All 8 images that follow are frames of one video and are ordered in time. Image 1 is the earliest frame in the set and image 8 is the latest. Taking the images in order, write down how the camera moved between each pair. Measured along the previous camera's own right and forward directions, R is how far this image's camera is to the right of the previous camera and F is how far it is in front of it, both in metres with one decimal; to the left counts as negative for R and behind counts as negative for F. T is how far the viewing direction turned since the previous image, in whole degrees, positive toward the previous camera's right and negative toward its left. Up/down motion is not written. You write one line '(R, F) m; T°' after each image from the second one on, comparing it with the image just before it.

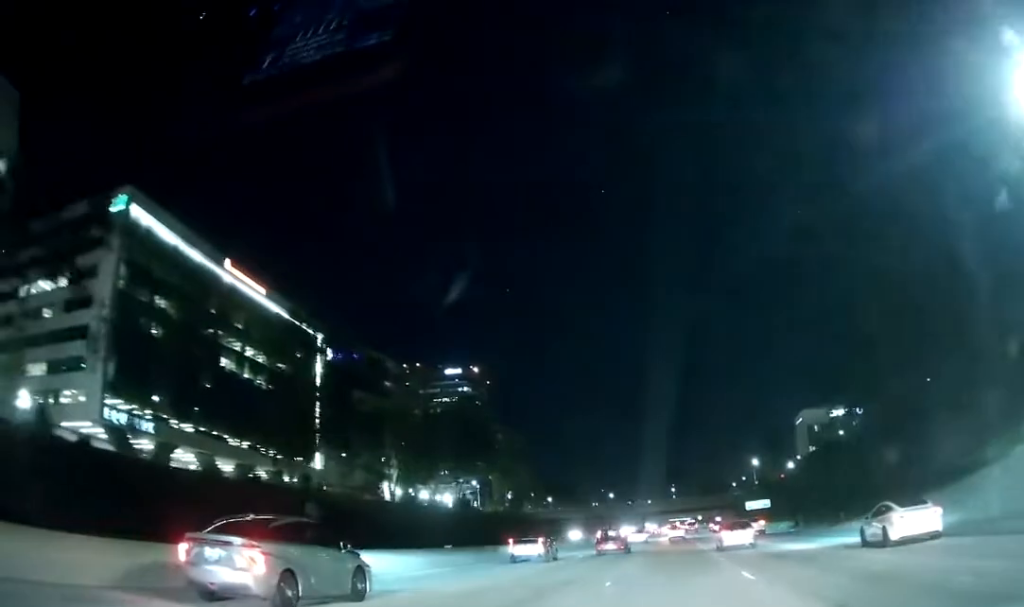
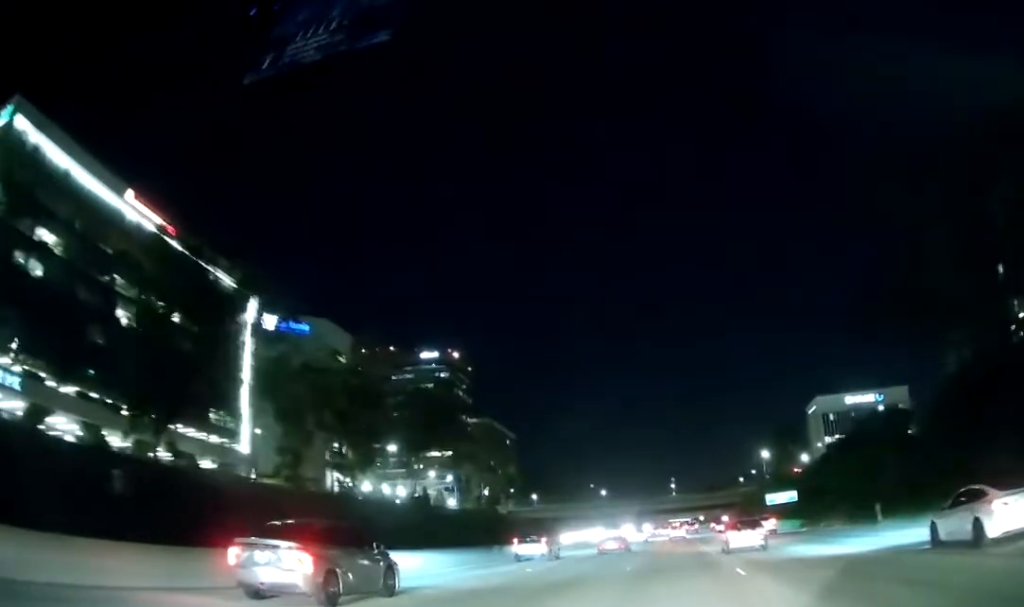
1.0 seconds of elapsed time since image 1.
(0.0, +28.4) m; 0°
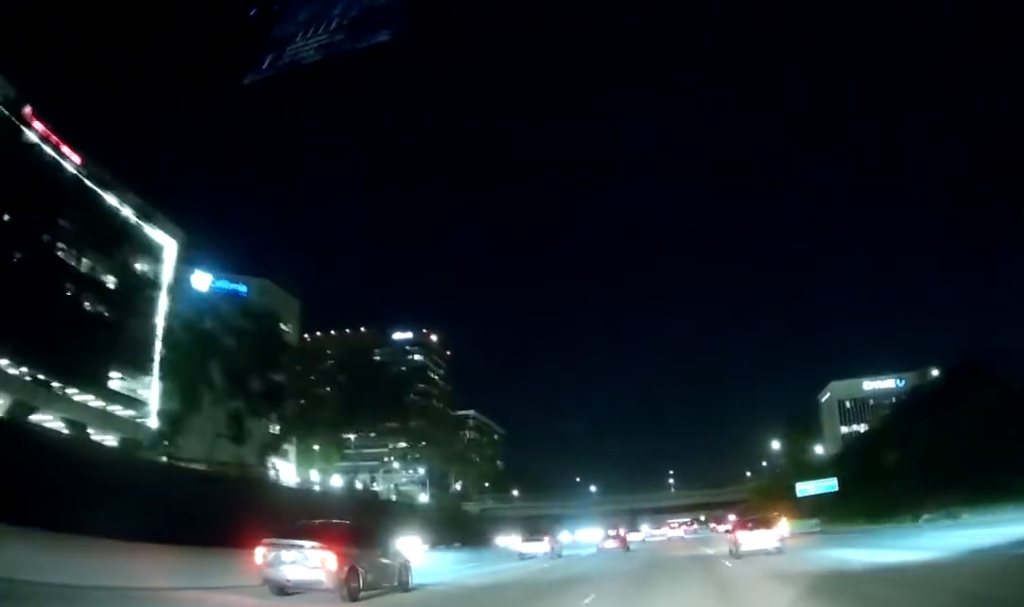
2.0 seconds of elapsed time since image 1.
(0.0, +25.7) m; 0°
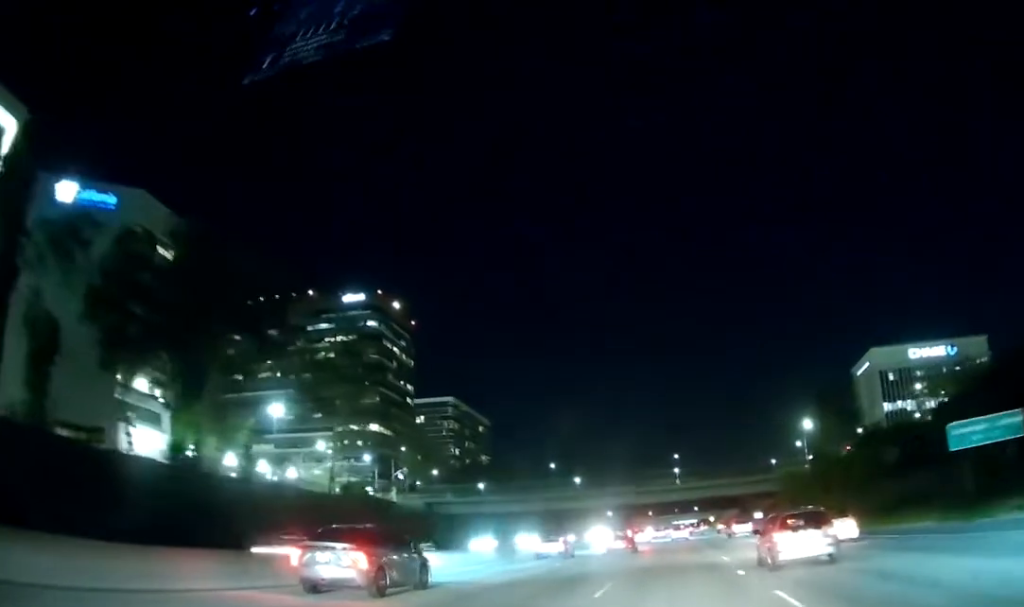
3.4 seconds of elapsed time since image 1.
(0.0, +40.6) m; 0°
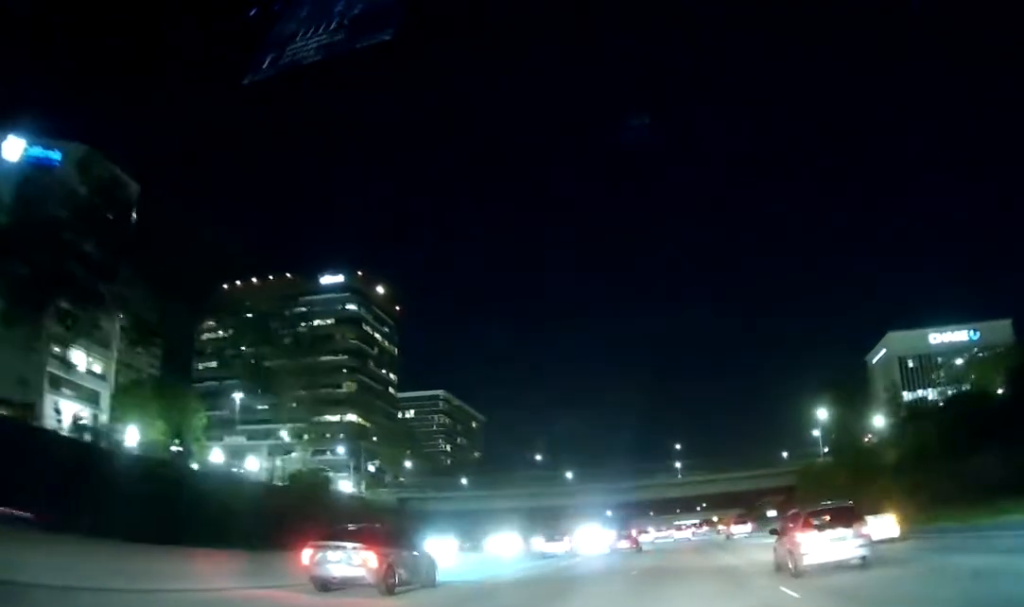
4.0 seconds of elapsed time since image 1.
(0.0, +14.9) m; 0°
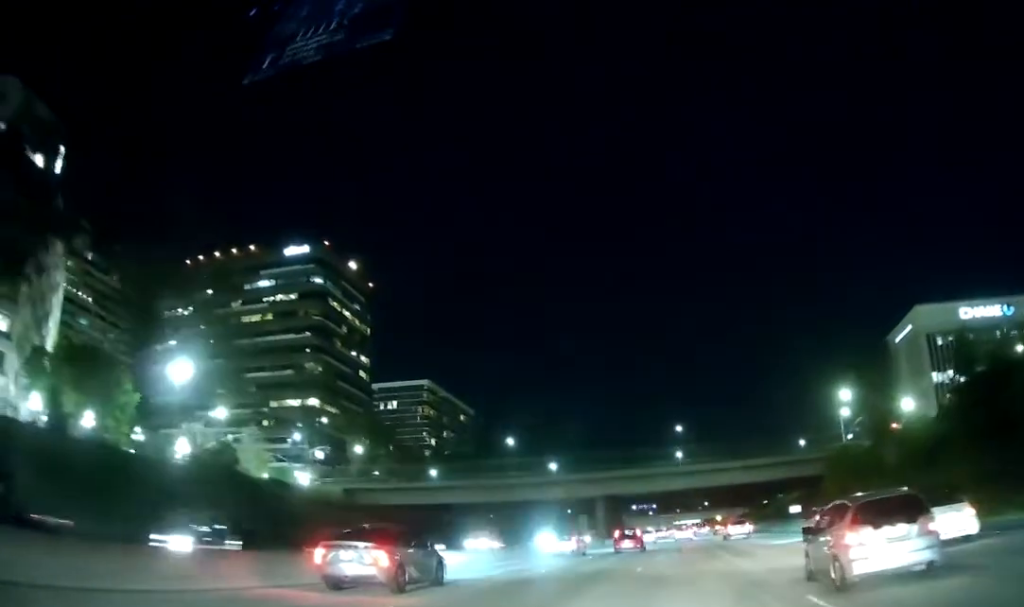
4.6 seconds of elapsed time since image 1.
(0.0, +18.8) m; 0°
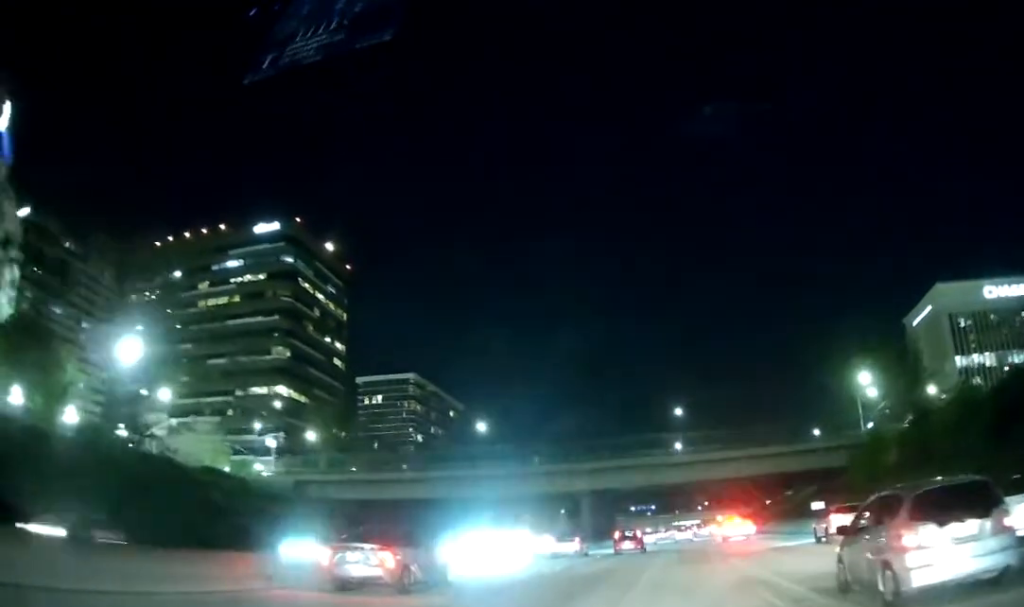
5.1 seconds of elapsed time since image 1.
(-0.1, +14.2) m; 0°
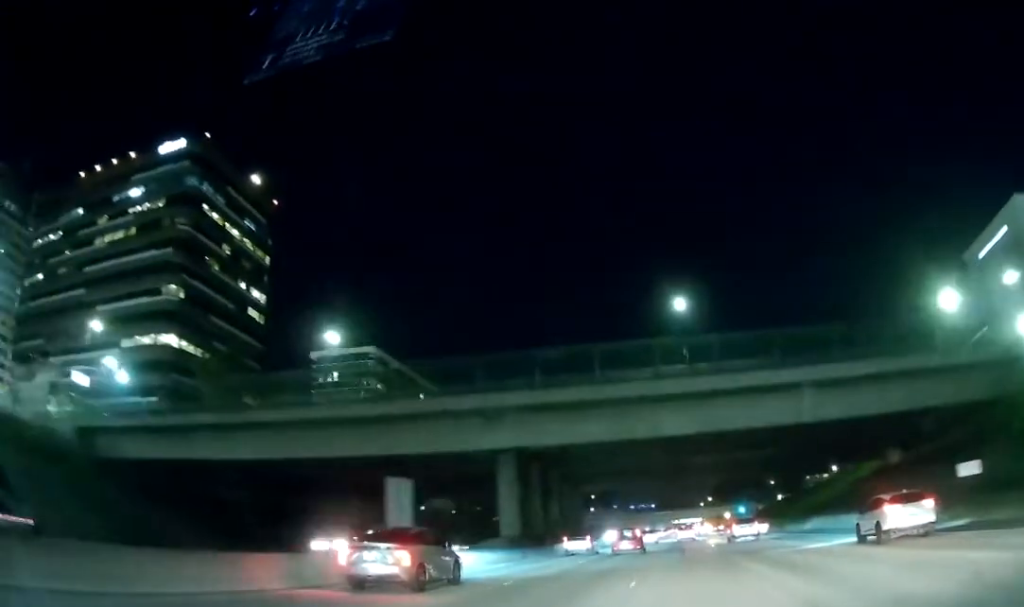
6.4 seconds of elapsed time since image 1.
(+0.1, +36.4) m; 0°
